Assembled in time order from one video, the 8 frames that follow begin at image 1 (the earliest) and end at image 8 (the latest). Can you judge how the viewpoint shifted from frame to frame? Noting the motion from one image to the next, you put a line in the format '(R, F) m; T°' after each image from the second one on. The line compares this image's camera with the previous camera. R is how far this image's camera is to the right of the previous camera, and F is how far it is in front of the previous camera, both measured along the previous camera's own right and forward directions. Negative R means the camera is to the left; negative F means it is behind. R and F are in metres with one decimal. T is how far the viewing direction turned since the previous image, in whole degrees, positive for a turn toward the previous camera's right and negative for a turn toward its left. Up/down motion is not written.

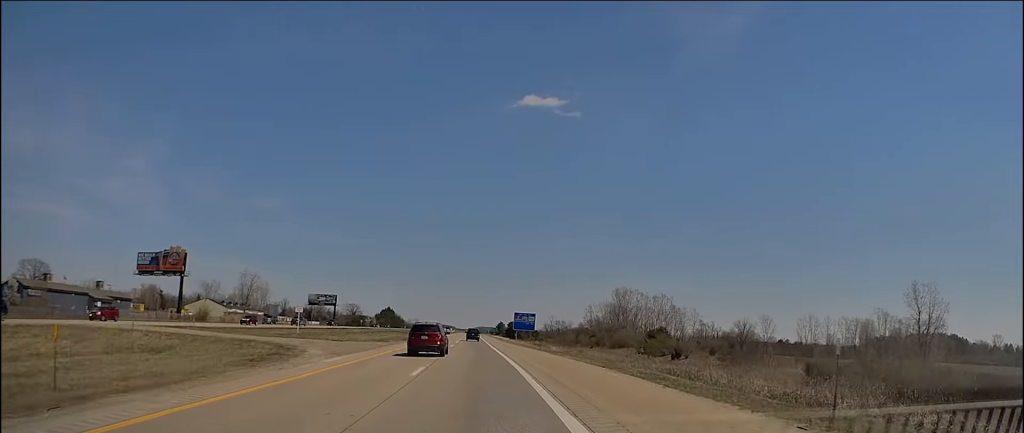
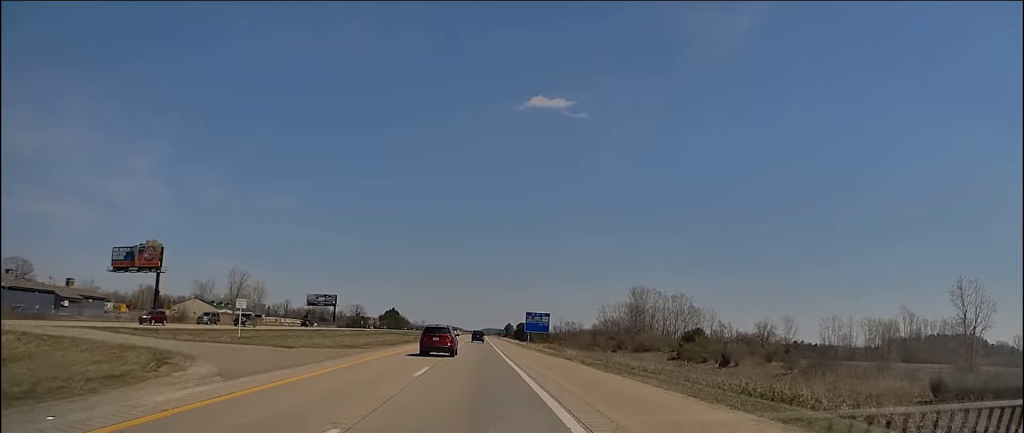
(-0.1, +14.5) m; -2°
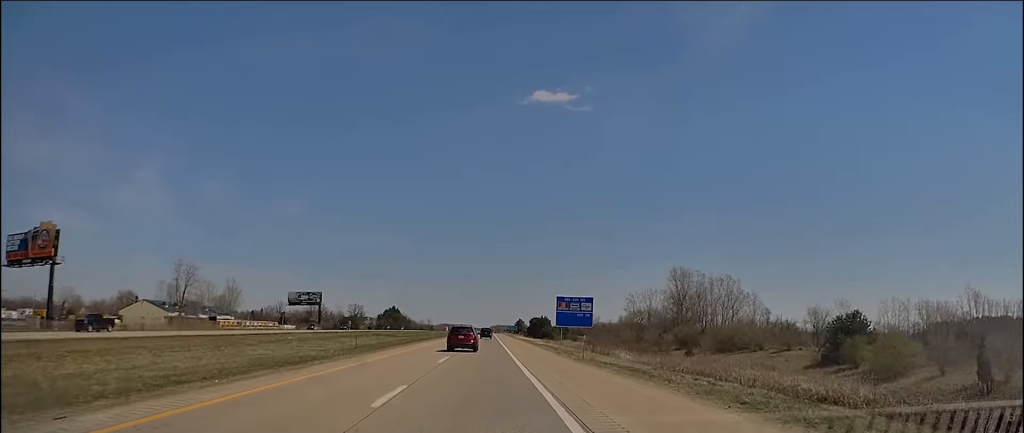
(-0.7, +38.5) m; -1°
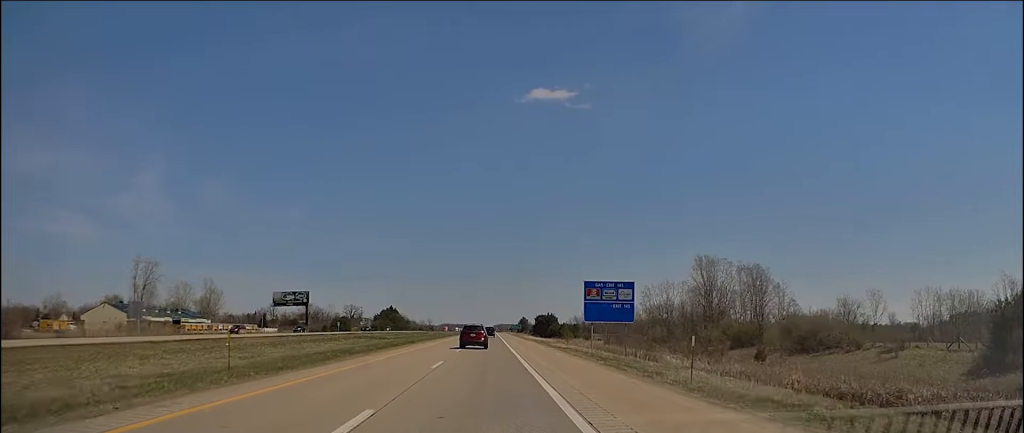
(+0.1, +20.2) m; -1°
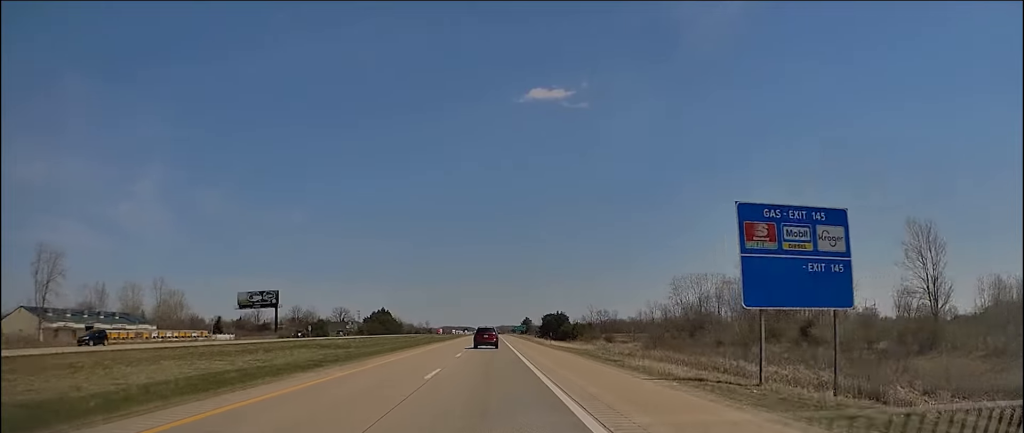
(-0.4, +33.6) m; 0°
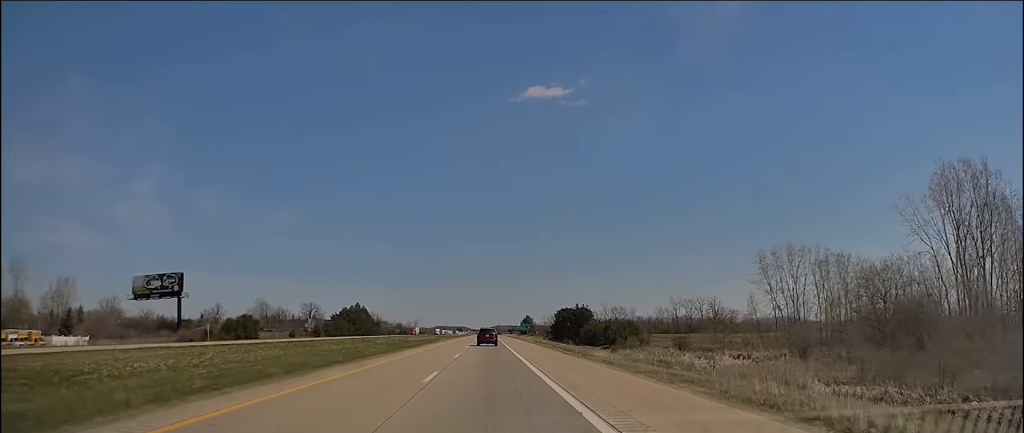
(-0.4, +61.3) m; -1°
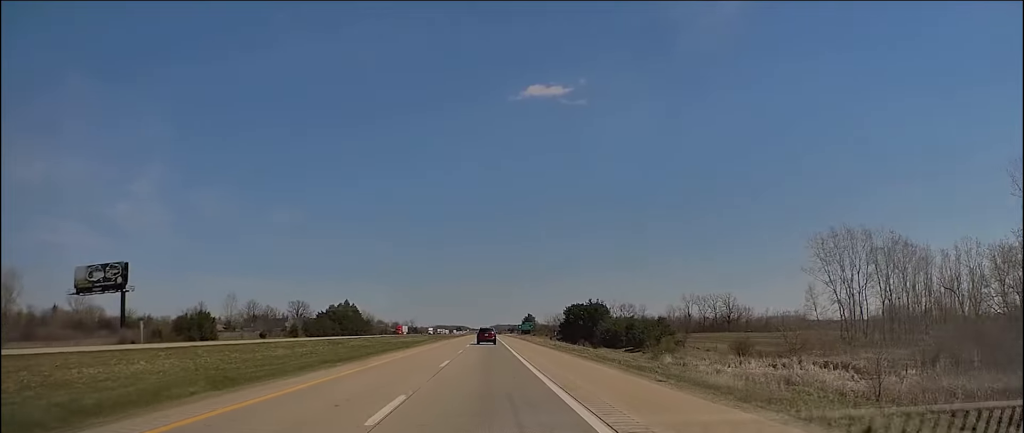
(0.0, +23.0) m; 0°
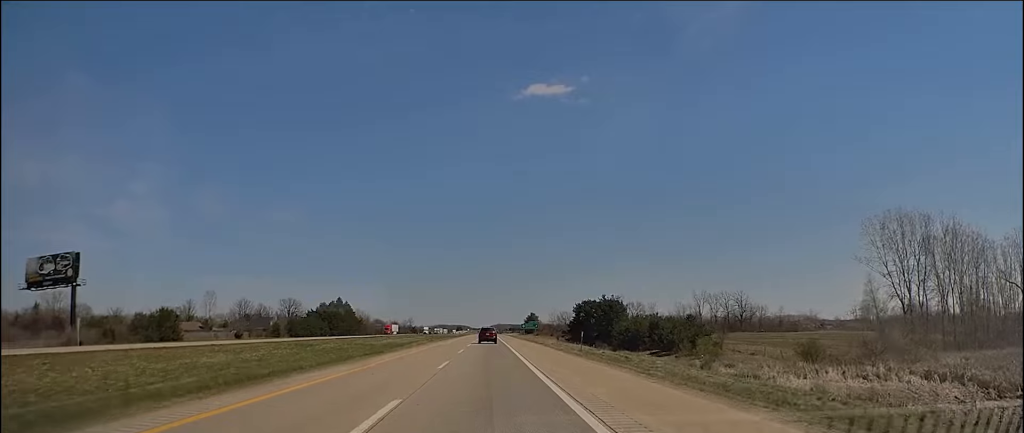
(-0.1, +16.3) m; +1°
